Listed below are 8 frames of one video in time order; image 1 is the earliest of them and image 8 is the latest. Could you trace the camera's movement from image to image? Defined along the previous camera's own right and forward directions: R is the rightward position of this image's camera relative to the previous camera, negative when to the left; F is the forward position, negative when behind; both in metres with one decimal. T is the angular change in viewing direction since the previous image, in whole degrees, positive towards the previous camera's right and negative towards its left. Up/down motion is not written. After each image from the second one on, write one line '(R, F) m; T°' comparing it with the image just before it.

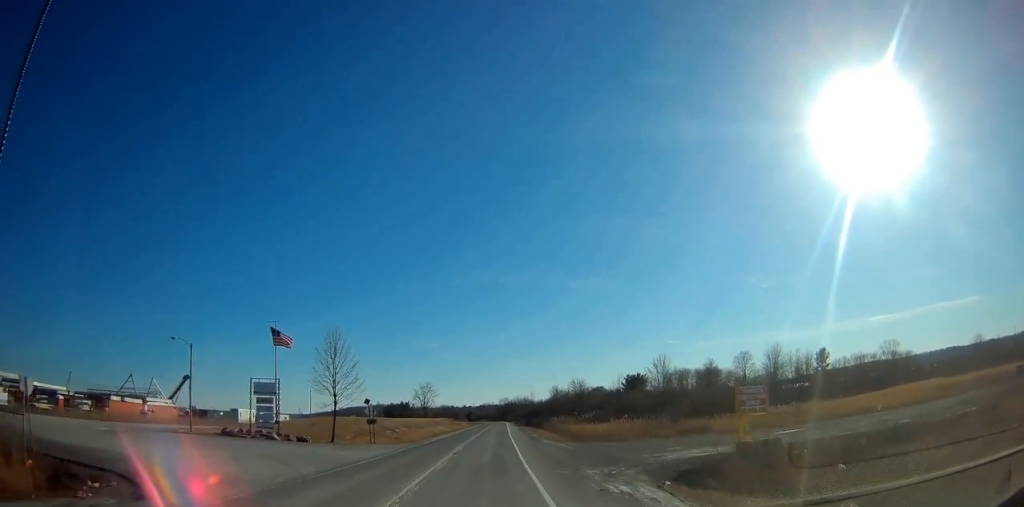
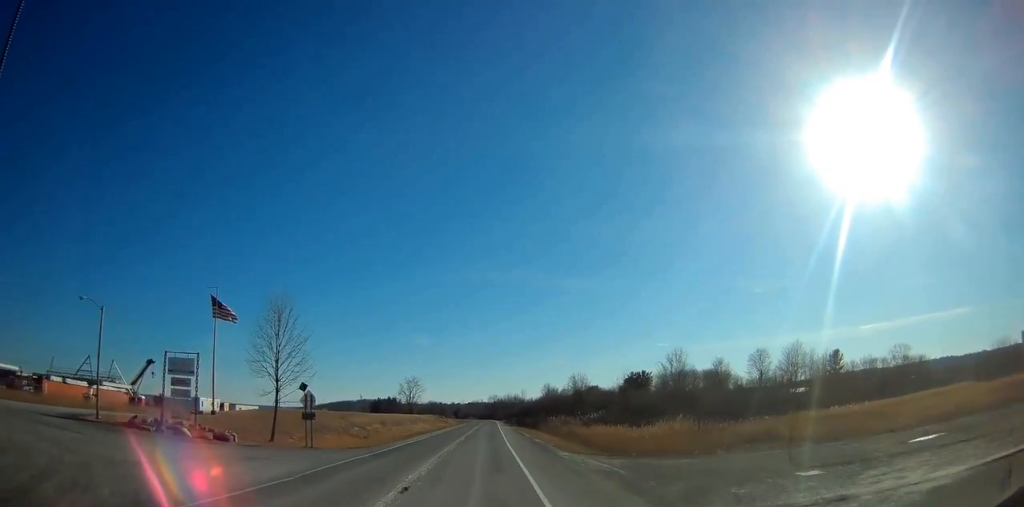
(+0.2, +14.9) m; +1°
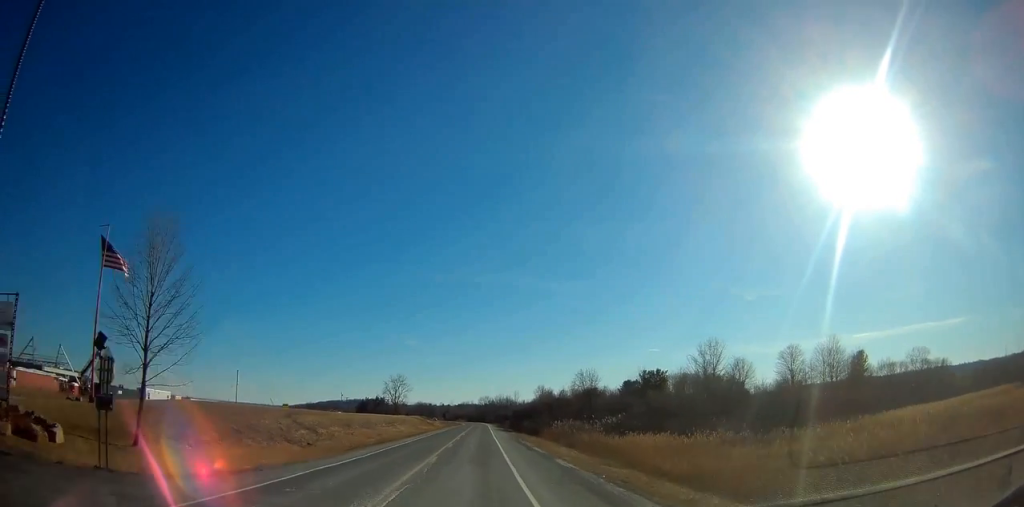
(+0.2, +18.8) m; +1°
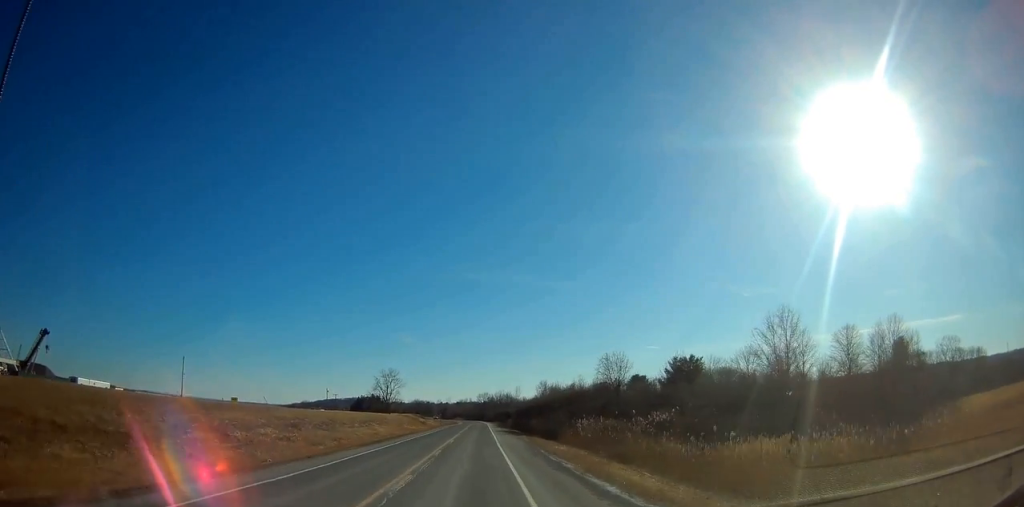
(+0.1, +21.1) m; +1°
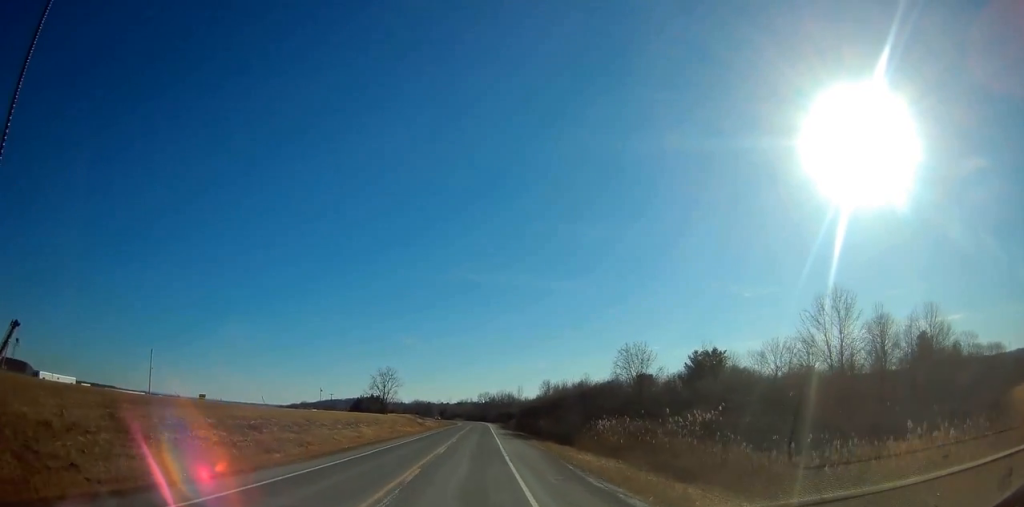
(+0.1, +10.2) m; 0°
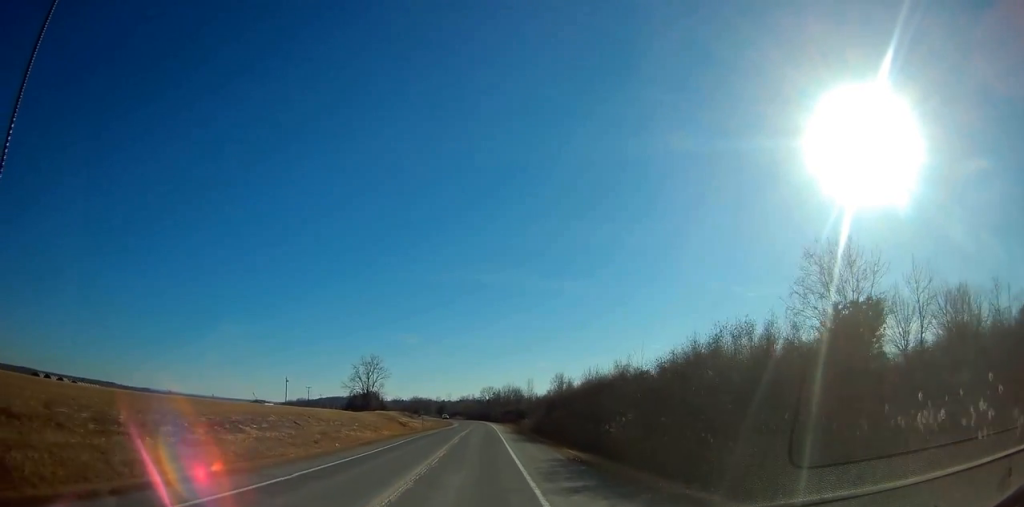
(0.0, +40.7) m; 0°
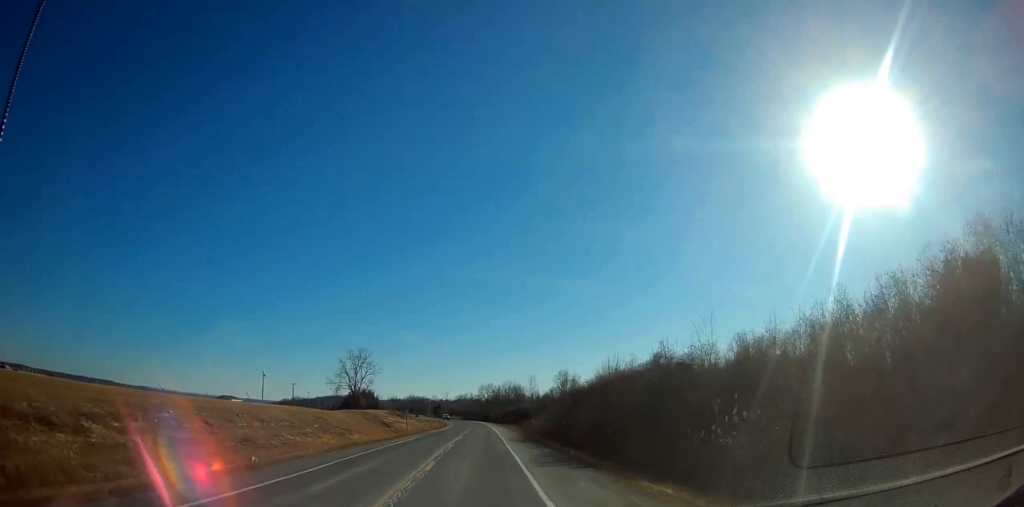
(+0.2, +18.0) m; 0°
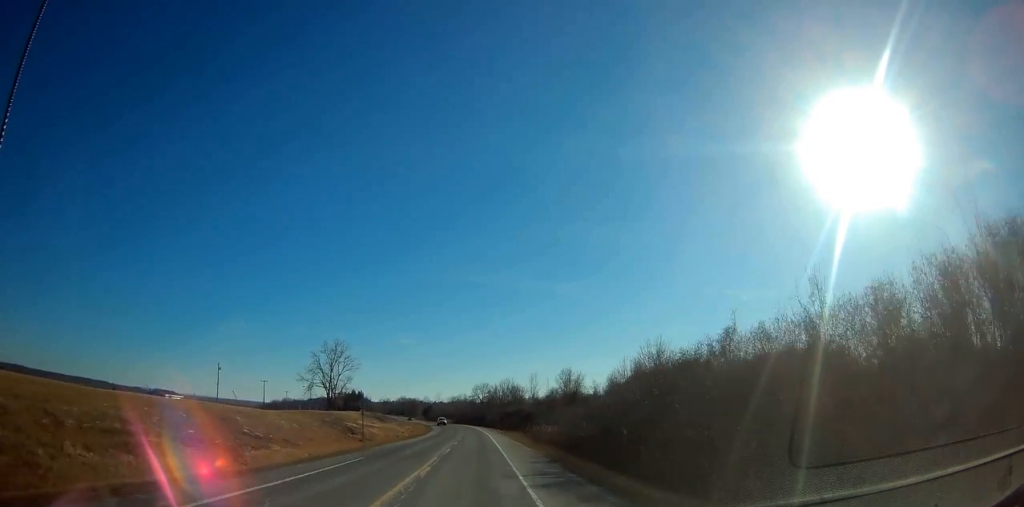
(-0.2, +25.1) m; 0°
